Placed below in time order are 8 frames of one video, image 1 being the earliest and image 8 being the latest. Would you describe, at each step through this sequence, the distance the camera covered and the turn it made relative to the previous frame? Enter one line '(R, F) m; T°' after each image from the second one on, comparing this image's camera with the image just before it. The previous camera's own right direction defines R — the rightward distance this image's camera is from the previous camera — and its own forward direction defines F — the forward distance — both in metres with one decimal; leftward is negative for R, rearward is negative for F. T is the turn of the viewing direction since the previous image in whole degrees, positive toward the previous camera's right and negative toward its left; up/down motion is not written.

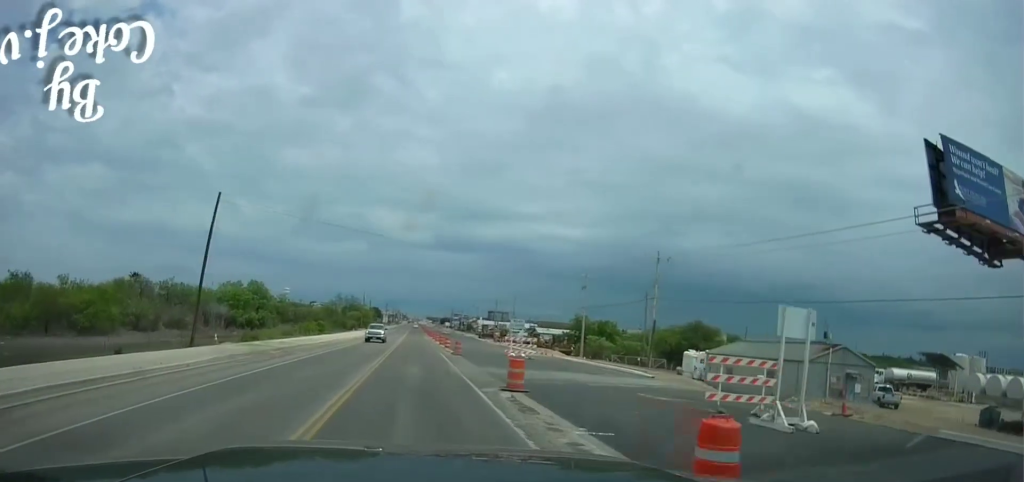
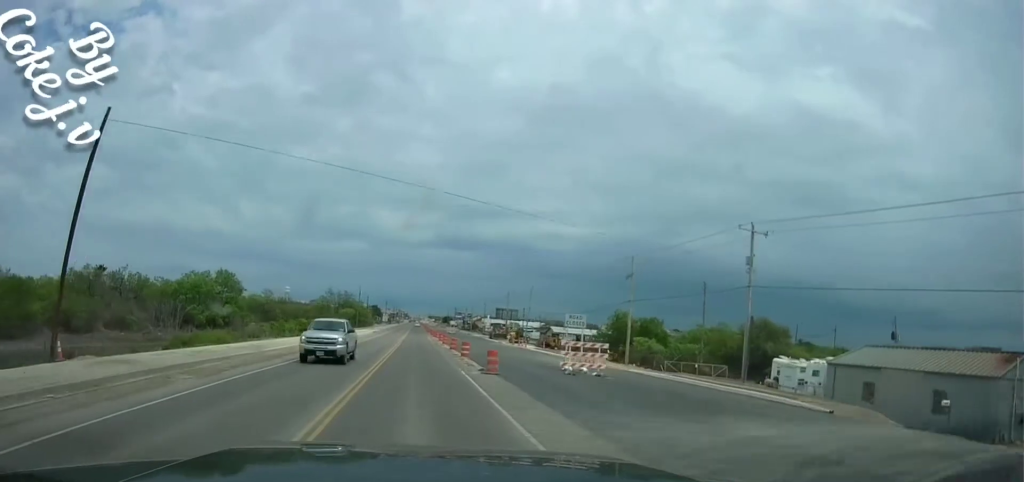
(-0.1, +16.9) m; +1°
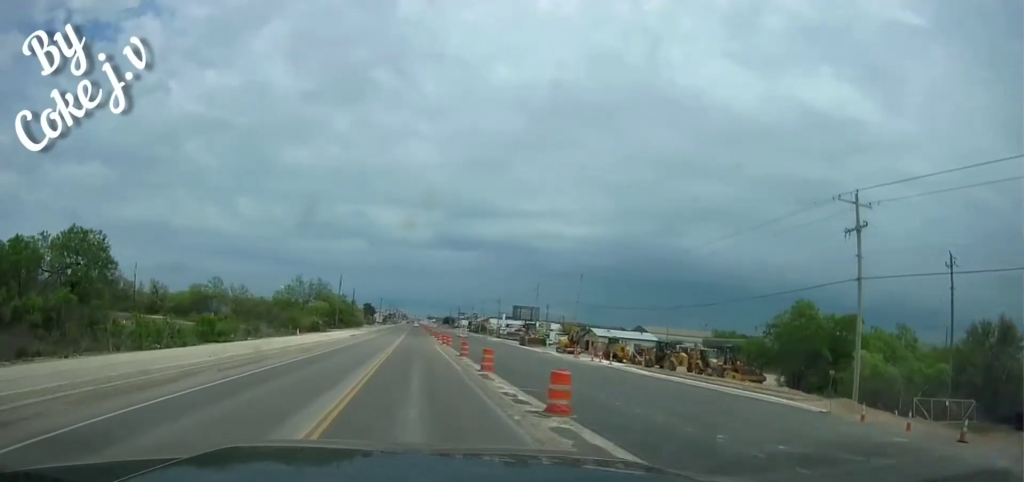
(+0.3, +37.1) m; -1°
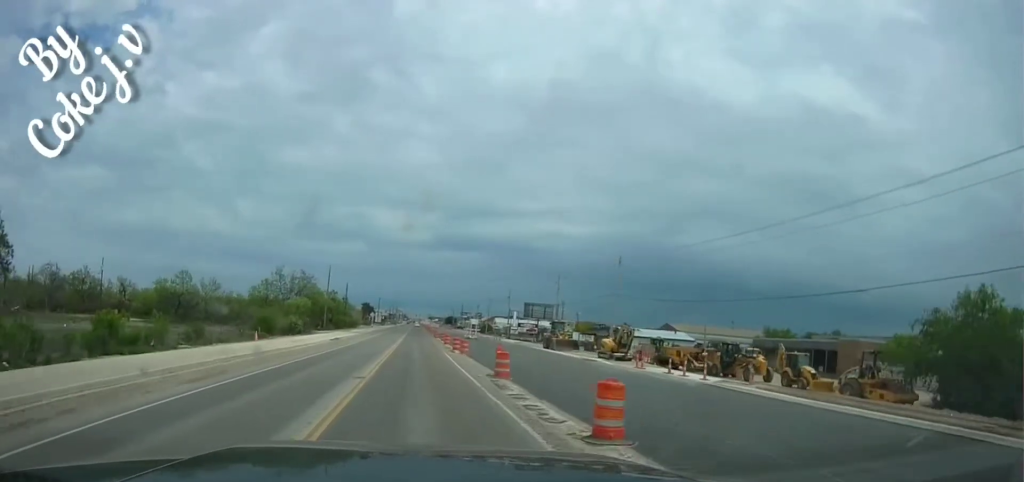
(-0.4, +14.2) m; 0°
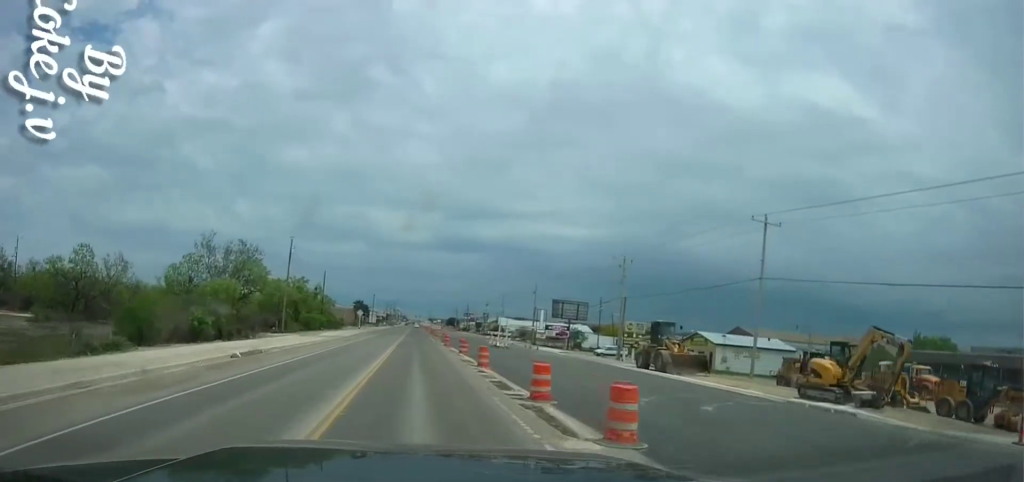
(+0.9, +30.3) m; +2°
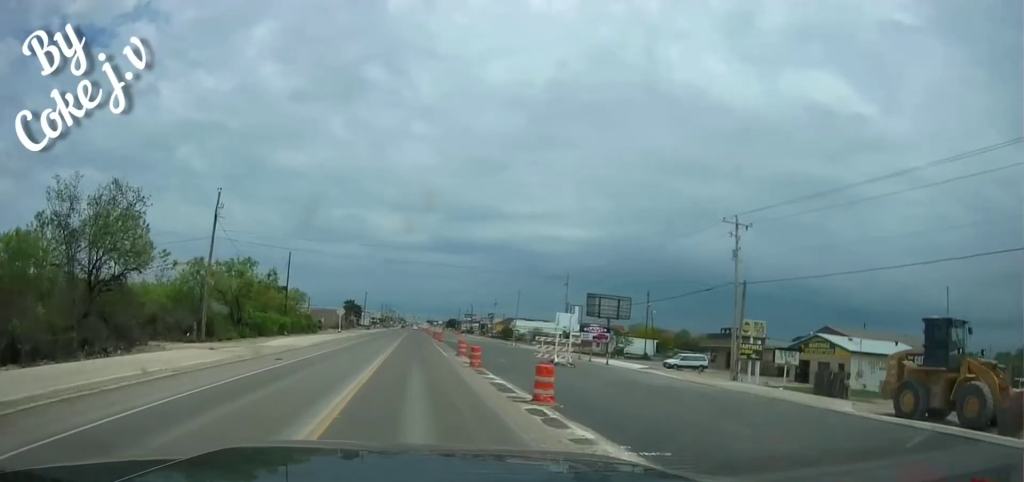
(0.0, +25.1) m; -2°
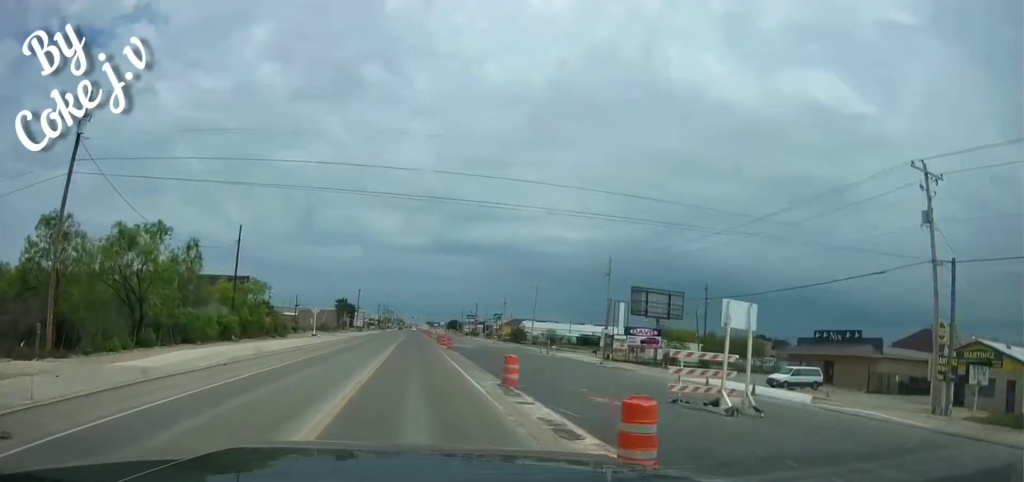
(-0.5, +19.1) m; 0°
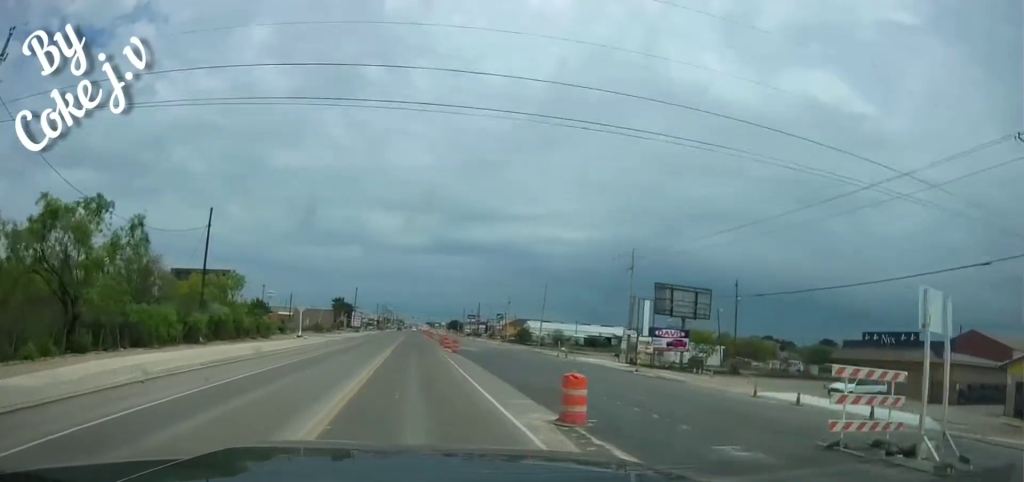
(+0.2, +7.6) m; +1°
